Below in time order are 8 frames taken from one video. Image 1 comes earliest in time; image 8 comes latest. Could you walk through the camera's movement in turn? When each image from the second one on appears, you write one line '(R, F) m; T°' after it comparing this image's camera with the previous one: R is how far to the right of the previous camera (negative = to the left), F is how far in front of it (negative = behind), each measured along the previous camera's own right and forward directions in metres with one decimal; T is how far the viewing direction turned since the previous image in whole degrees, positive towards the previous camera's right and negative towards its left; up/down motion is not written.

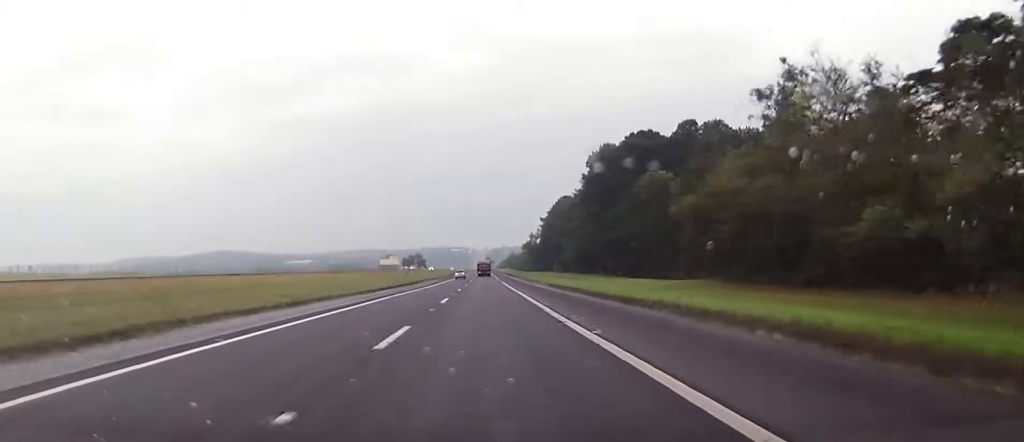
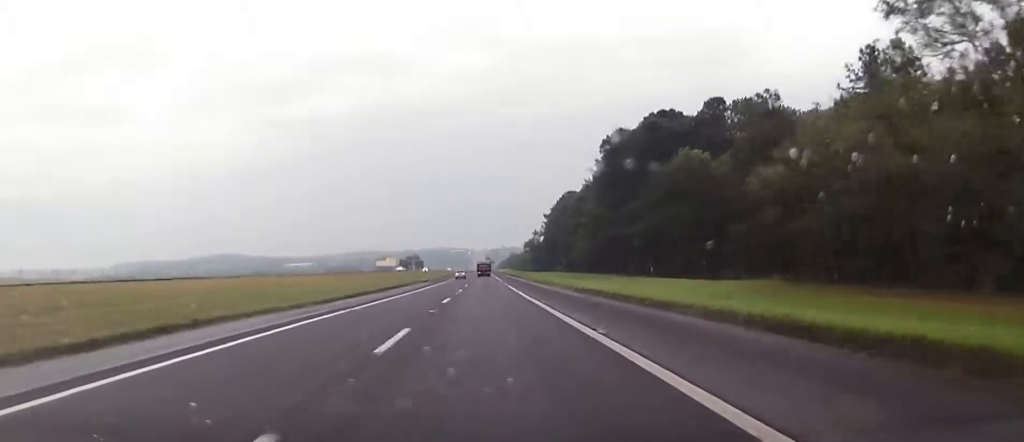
(0.0, +16.8) m; 0°
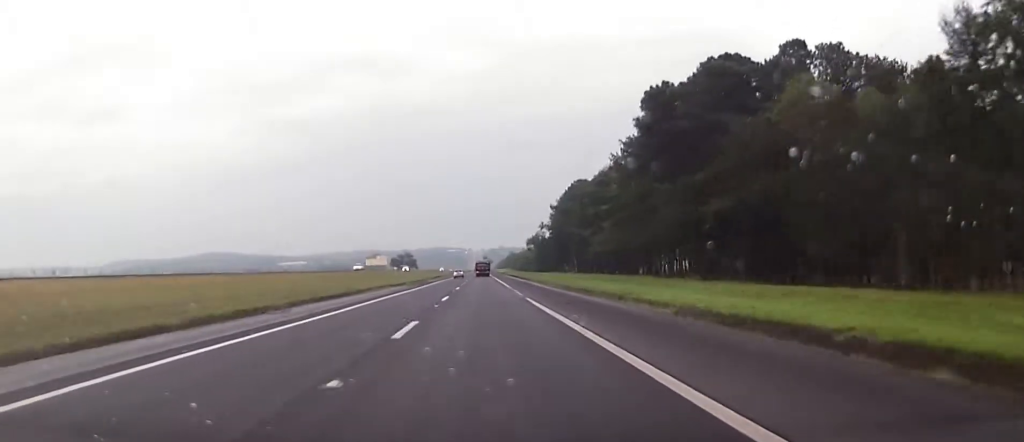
(+0.1, +31.4) m; 0°
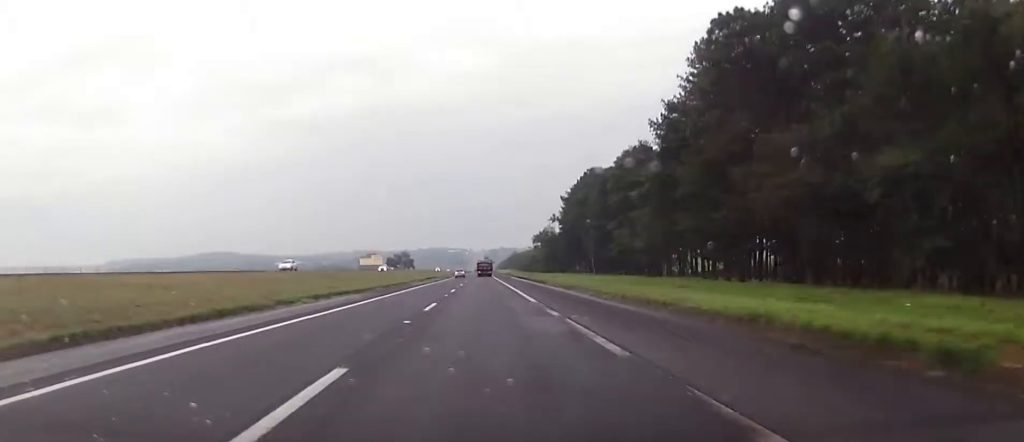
(-0.2, +25.3) m; 0°
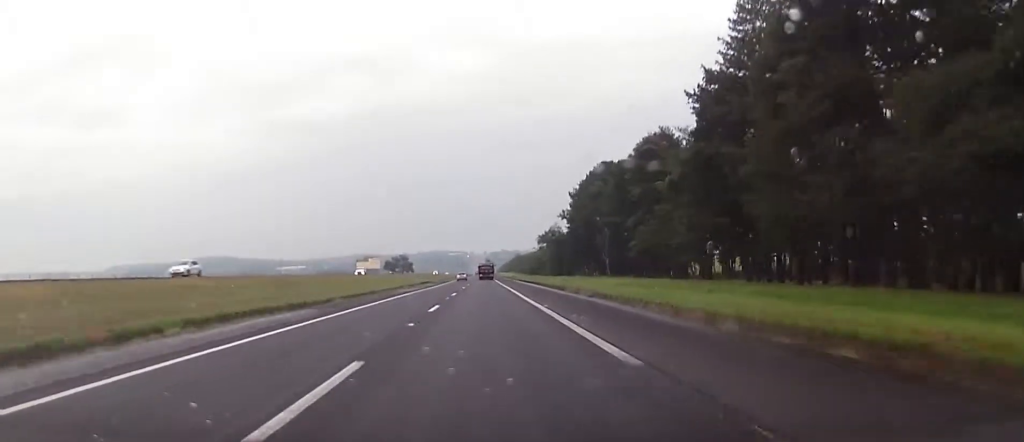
(0.0, +15.5) m; 0°
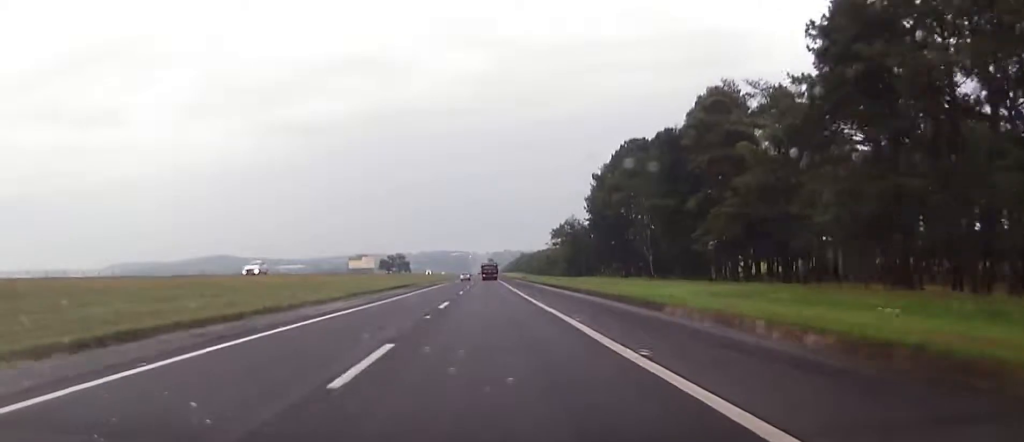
(0.0, +30.9) m; 0°
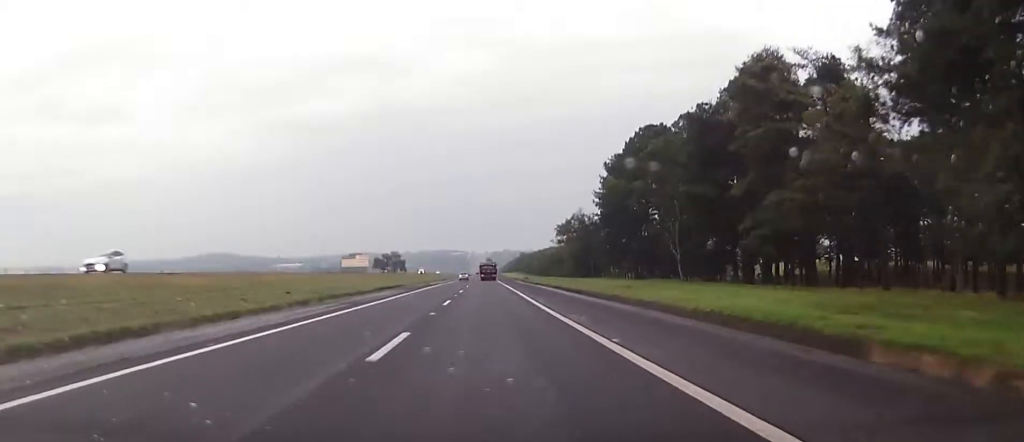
(0.0, +14.5) m; 0°
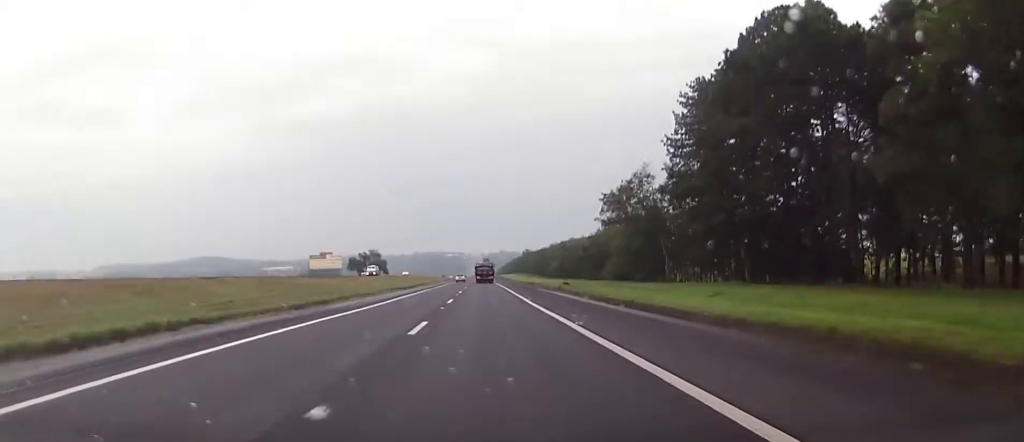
(+0.2, +61.9) m; +1°
